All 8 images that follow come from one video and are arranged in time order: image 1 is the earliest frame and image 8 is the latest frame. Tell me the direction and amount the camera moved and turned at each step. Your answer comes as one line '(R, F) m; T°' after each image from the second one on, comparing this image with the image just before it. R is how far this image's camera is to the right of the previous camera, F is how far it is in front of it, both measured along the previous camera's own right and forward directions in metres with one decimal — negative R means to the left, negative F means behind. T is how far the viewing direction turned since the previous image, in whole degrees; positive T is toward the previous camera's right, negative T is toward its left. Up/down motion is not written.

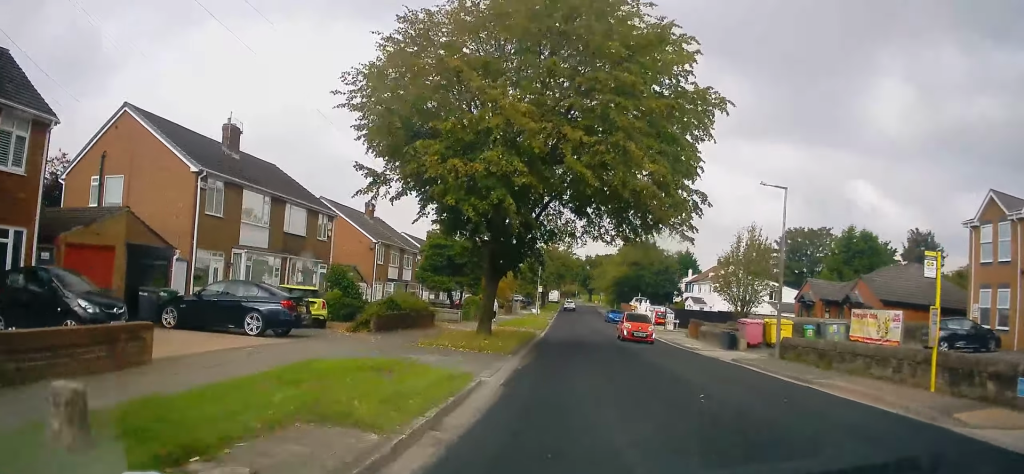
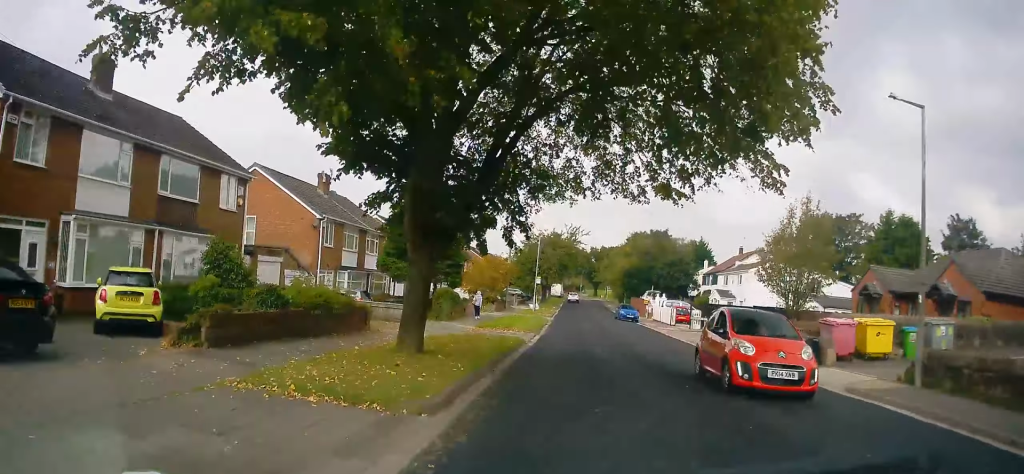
(+0.1, +9.6) m; +1°
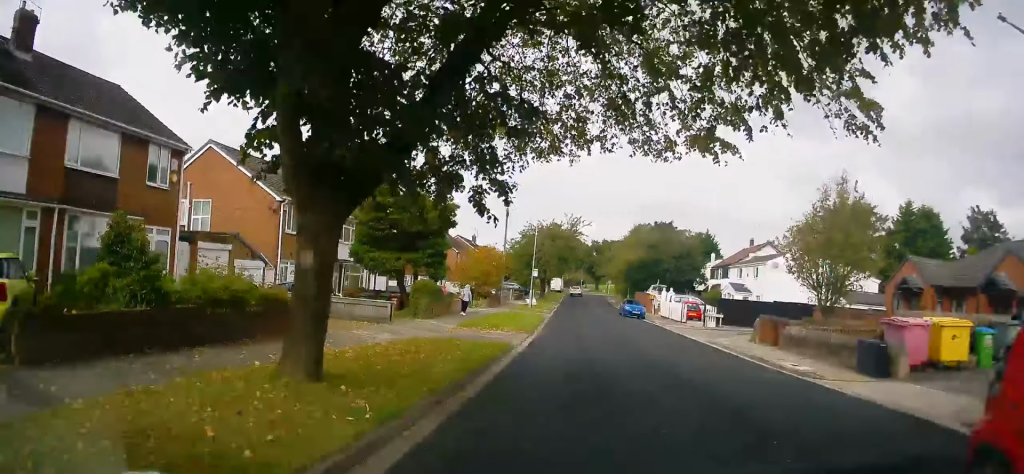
(+0.2, +4.5) m; 0°
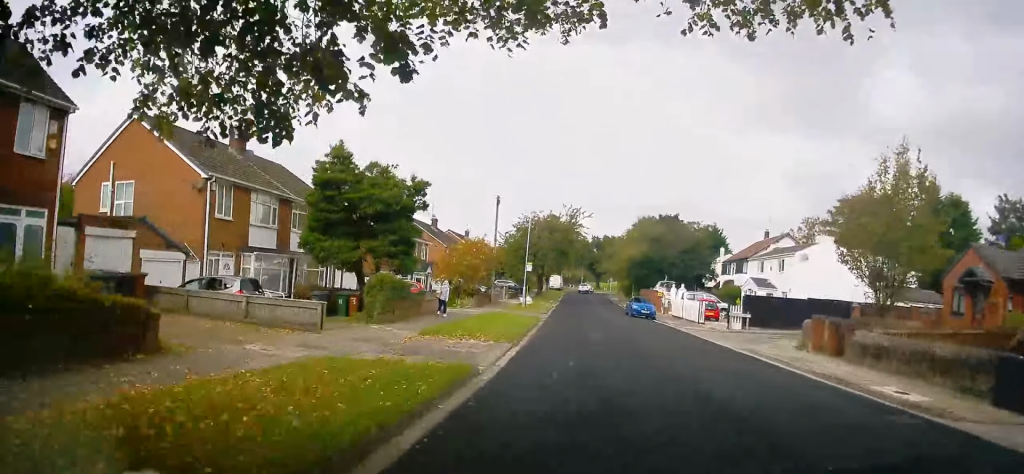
(-0.3, +5.8) m; -2°
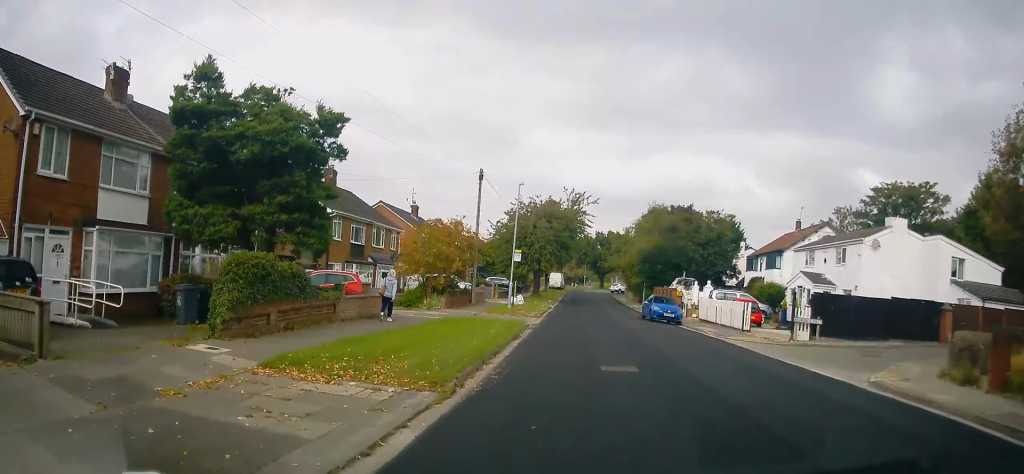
(-0.2, +9.2) m; 0°
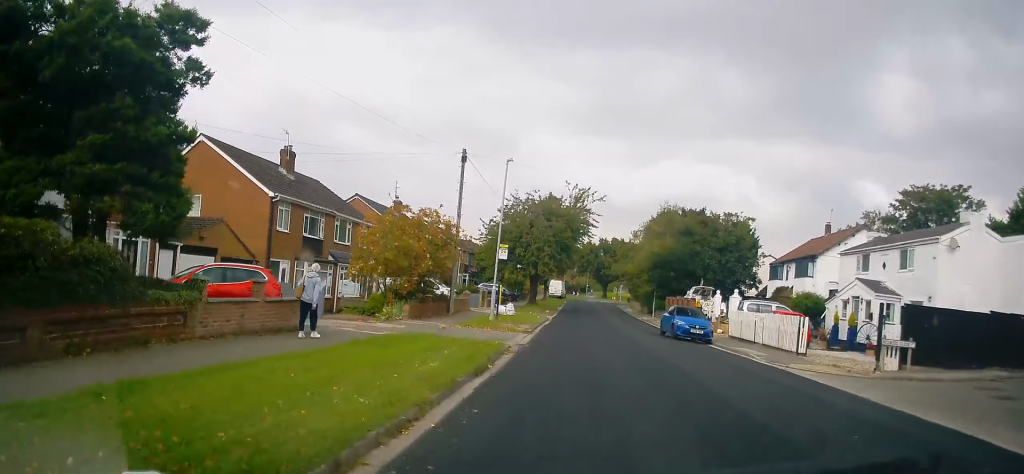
(+0.2, +6.7) m; +2°
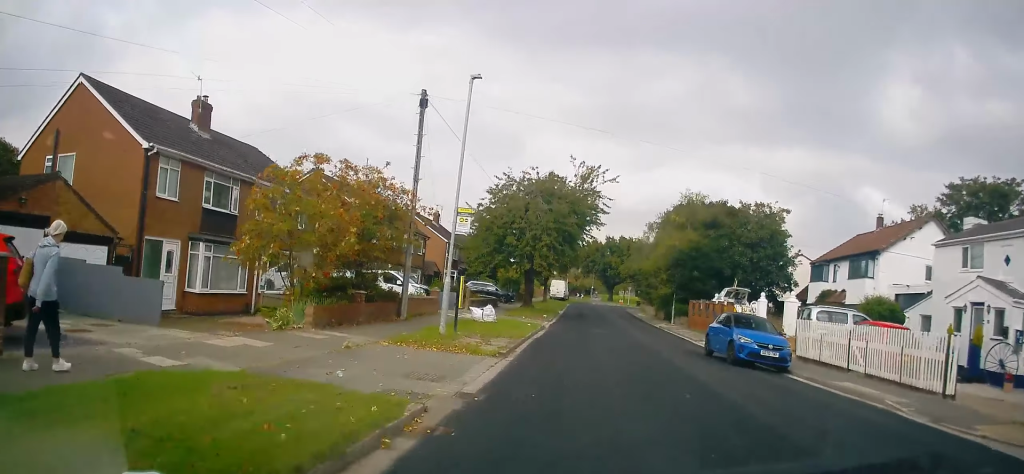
(+0.1, +8.9) m; +1°
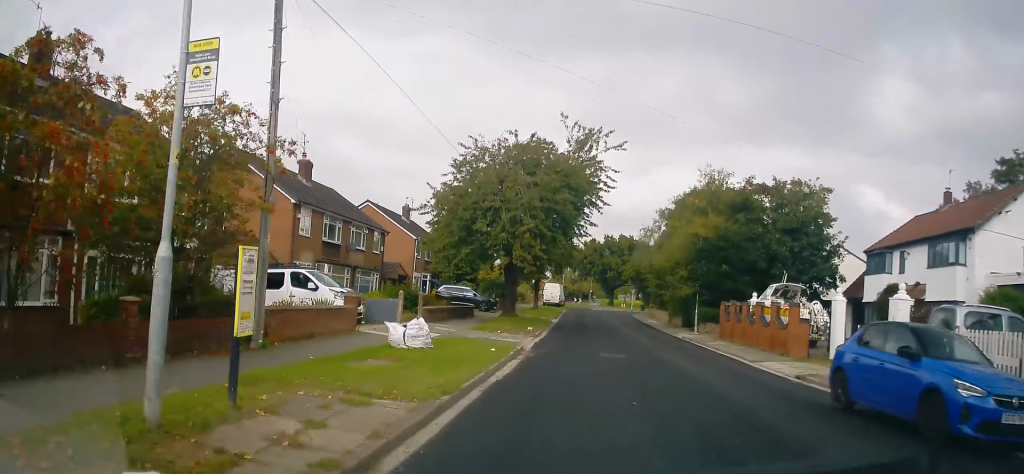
(0.0, +10.0) m; -1°
